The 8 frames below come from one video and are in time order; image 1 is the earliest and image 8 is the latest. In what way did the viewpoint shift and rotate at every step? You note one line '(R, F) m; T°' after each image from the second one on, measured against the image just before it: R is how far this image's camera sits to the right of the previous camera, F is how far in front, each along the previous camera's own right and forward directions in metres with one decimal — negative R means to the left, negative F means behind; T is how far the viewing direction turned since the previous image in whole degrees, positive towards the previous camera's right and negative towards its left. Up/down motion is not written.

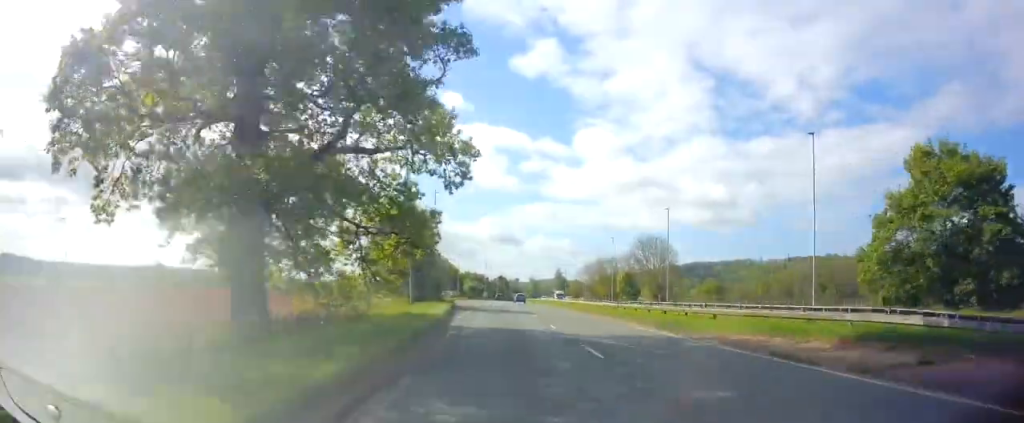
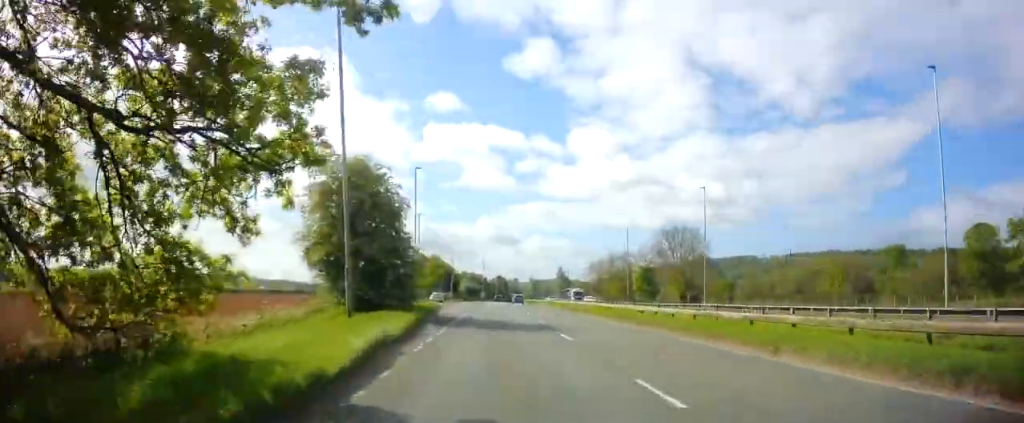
(-0.2, +13.8) m; 0°
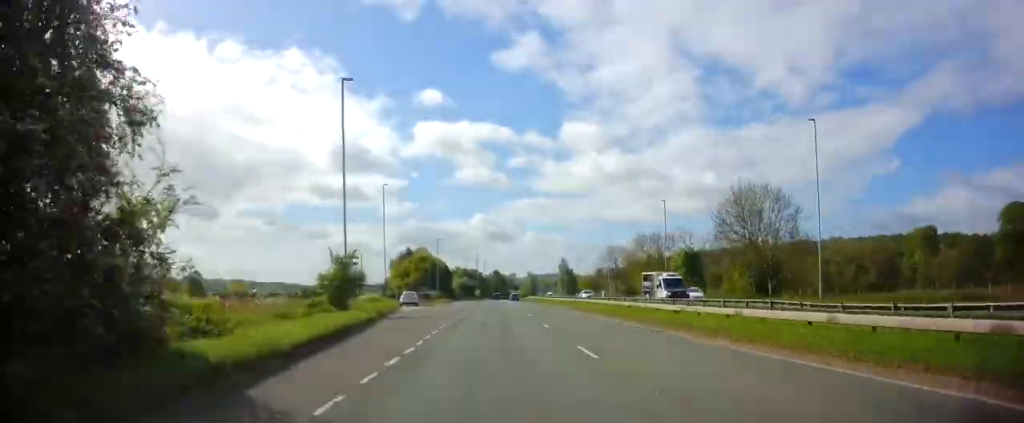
(+0.3, +23.0) m; +1°
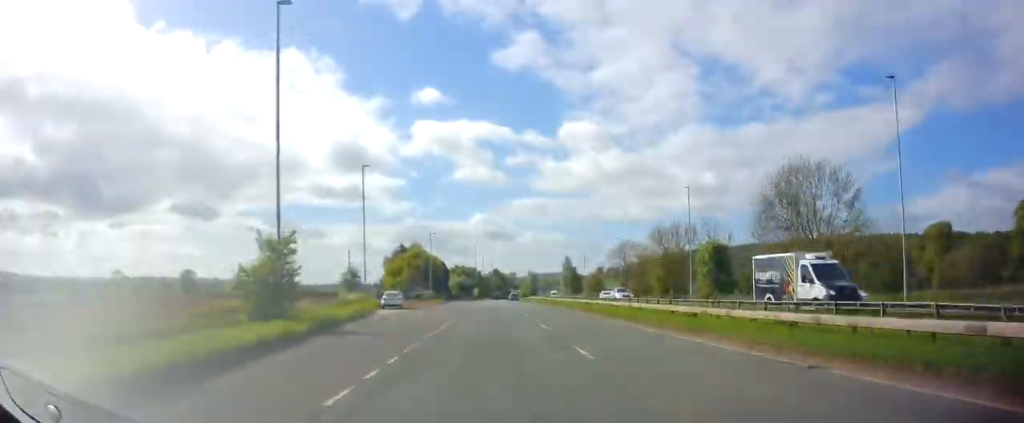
(0.0, +9.2) m; 0°
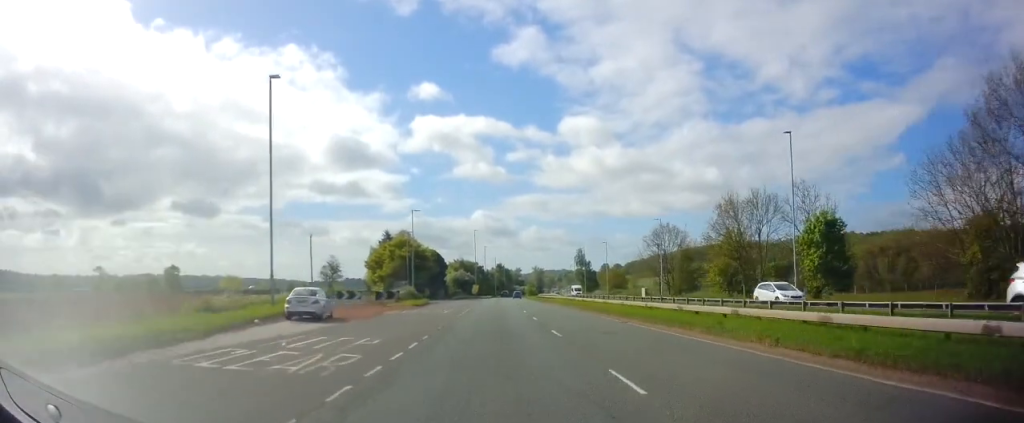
(-0.1, +22.4) m; 0°
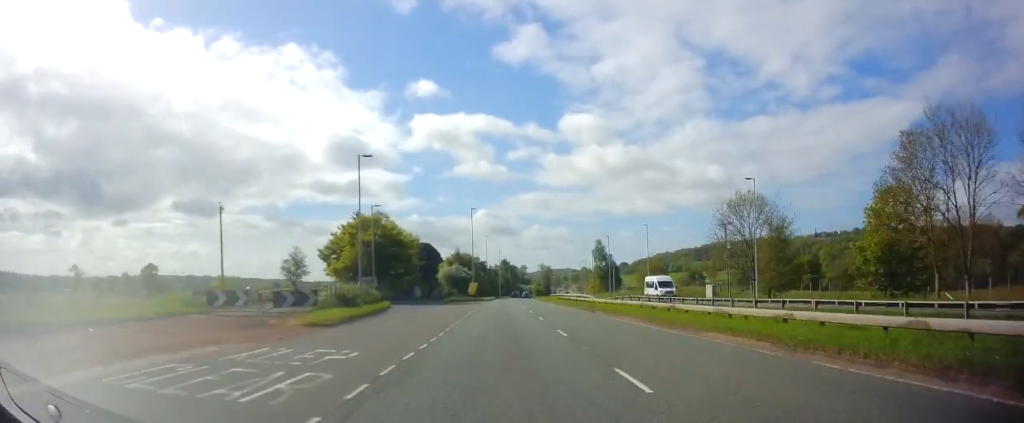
(+0.1, +27.0) m; 0°
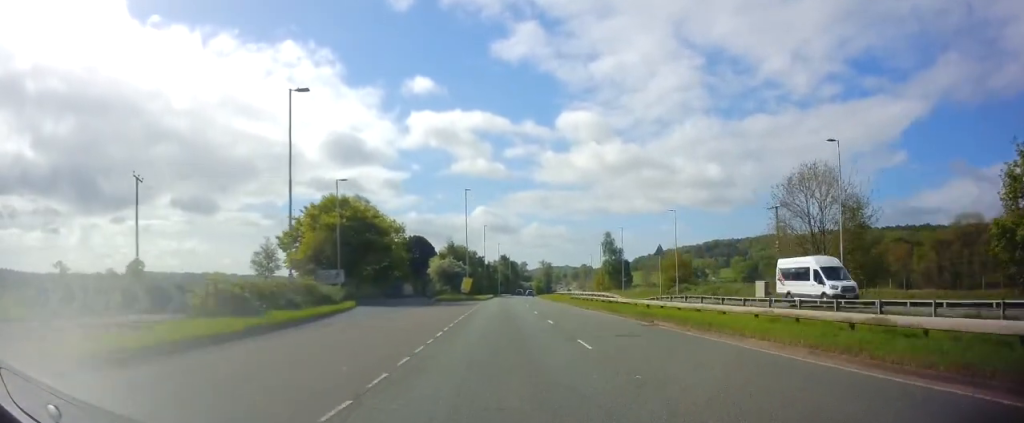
(-0.1, +13.1) m; -1°
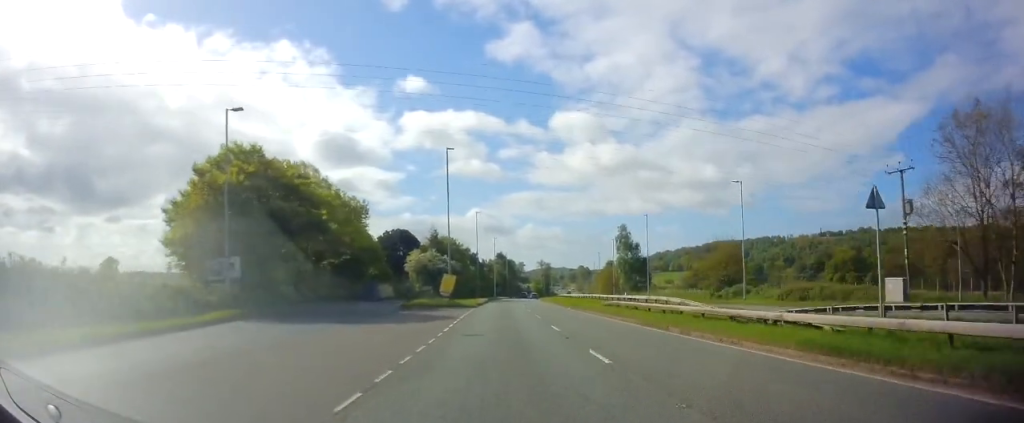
(-0.2, +19.8) m; 0°
